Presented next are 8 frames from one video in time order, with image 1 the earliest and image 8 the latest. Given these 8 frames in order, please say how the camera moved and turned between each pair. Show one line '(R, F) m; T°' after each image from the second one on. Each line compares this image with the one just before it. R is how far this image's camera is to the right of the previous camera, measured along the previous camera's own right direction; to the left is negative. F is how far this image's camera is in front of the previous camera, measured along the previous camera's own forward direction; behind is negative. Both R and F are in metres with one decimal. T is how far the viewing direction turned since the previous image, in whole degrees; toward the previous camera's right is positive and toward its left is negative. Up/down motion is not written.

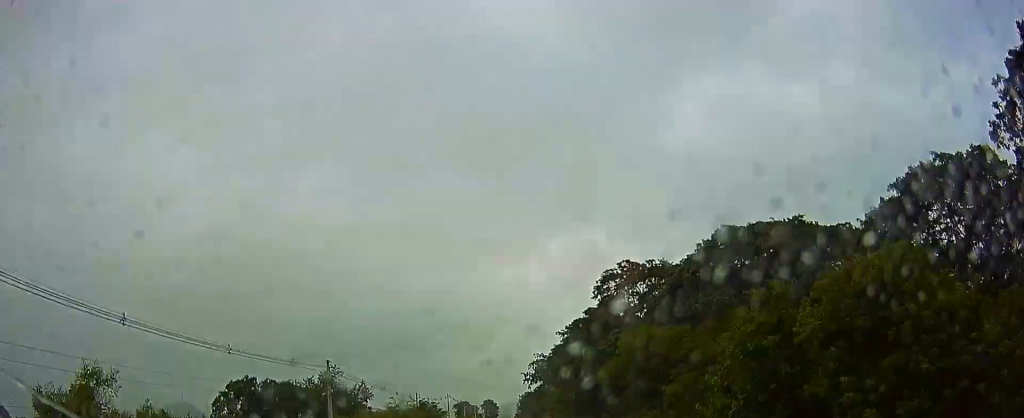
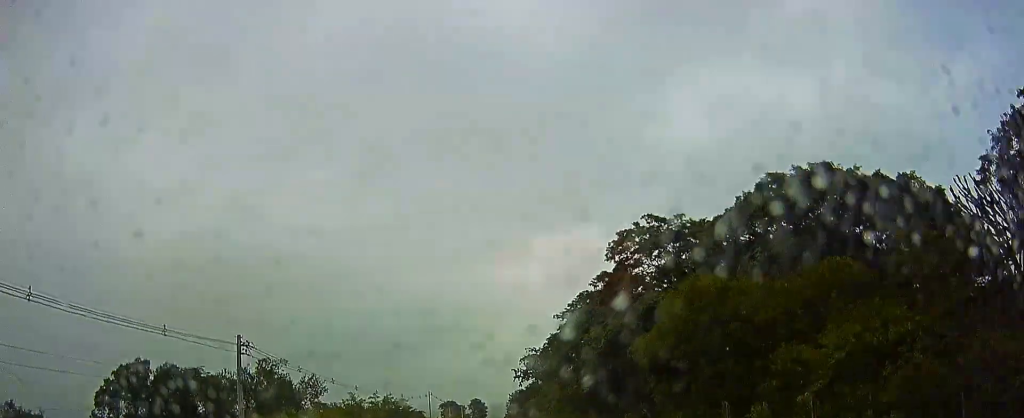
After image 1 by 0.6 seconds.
(-0.2, +12.8) m; +1°
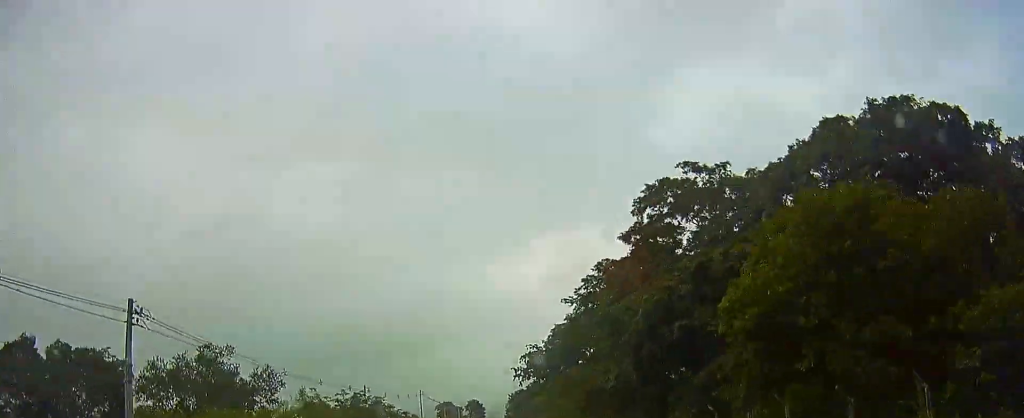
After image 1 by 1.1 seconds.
(-0.2, +9.4) m; +1°
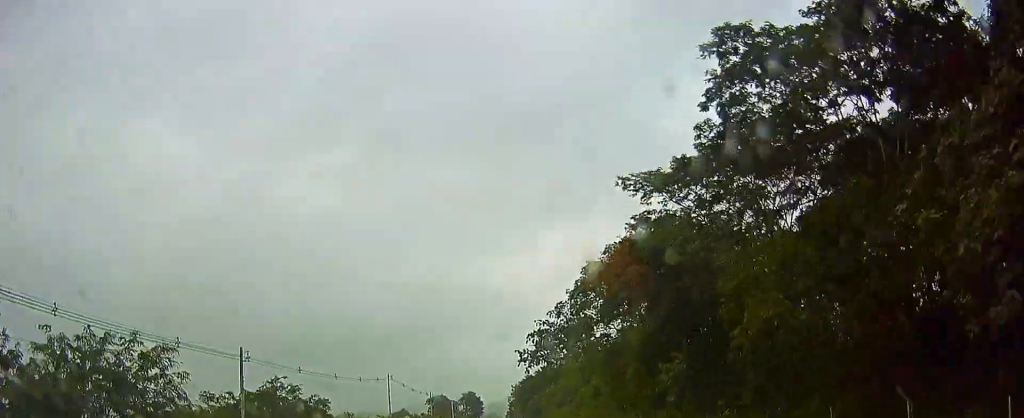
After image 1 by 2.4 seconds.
(+0.8, +26.8) m; 0°
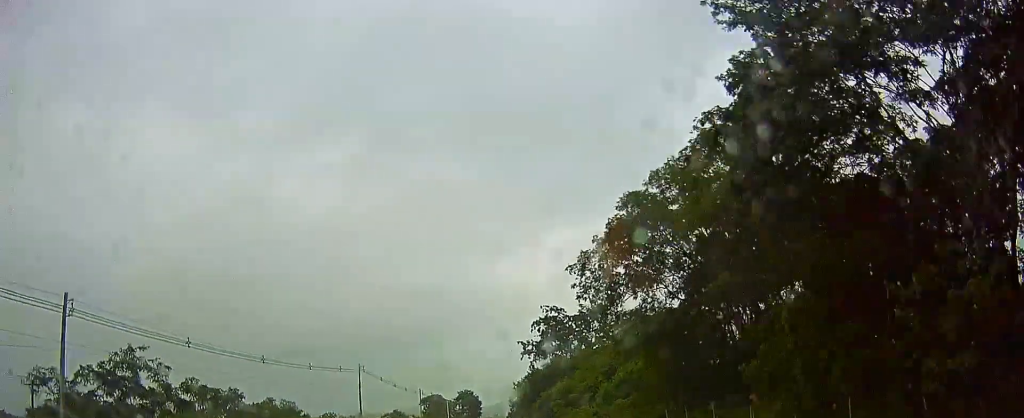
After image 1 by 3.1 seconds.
(-0.4, +13.9) m; -1°
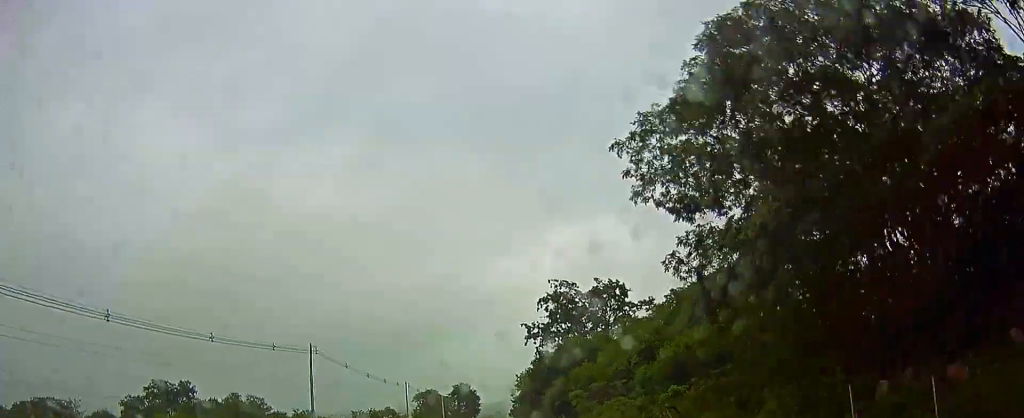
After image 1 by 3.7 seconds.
(+0.3, +14.0) m; 0°
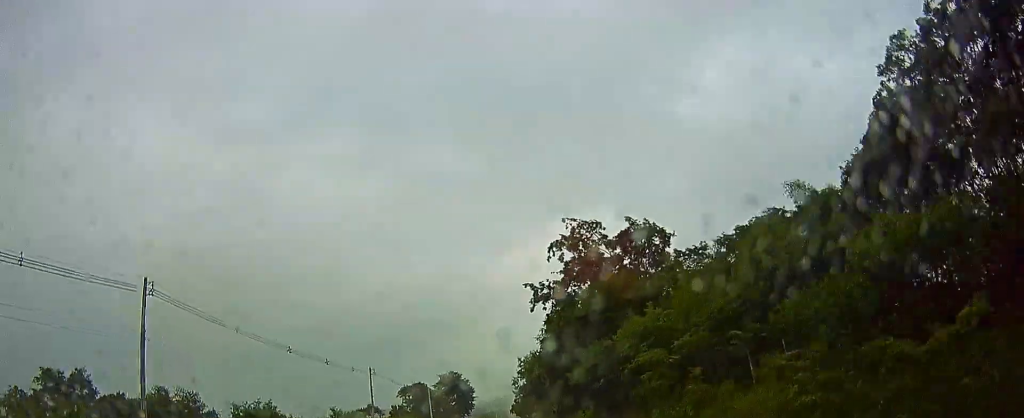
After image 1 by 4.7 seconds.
(-0.2, +20.5) m; -2°
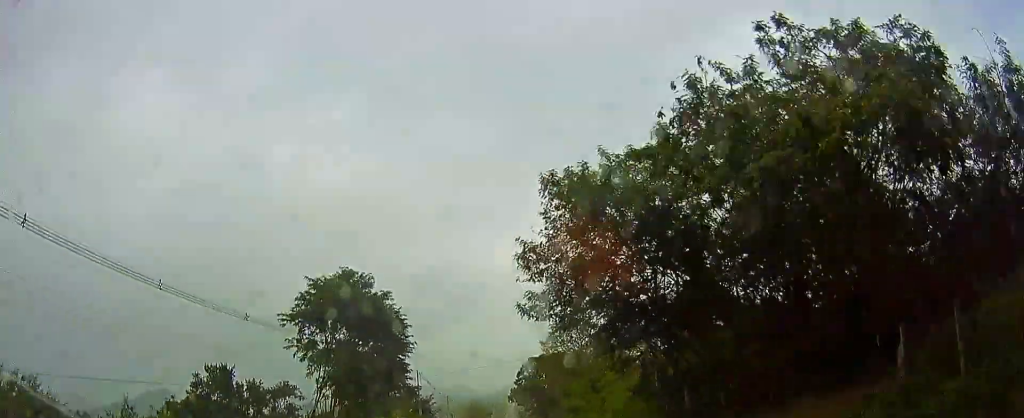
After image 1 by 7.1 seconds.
(-0.5, +52.4) m; 0°
